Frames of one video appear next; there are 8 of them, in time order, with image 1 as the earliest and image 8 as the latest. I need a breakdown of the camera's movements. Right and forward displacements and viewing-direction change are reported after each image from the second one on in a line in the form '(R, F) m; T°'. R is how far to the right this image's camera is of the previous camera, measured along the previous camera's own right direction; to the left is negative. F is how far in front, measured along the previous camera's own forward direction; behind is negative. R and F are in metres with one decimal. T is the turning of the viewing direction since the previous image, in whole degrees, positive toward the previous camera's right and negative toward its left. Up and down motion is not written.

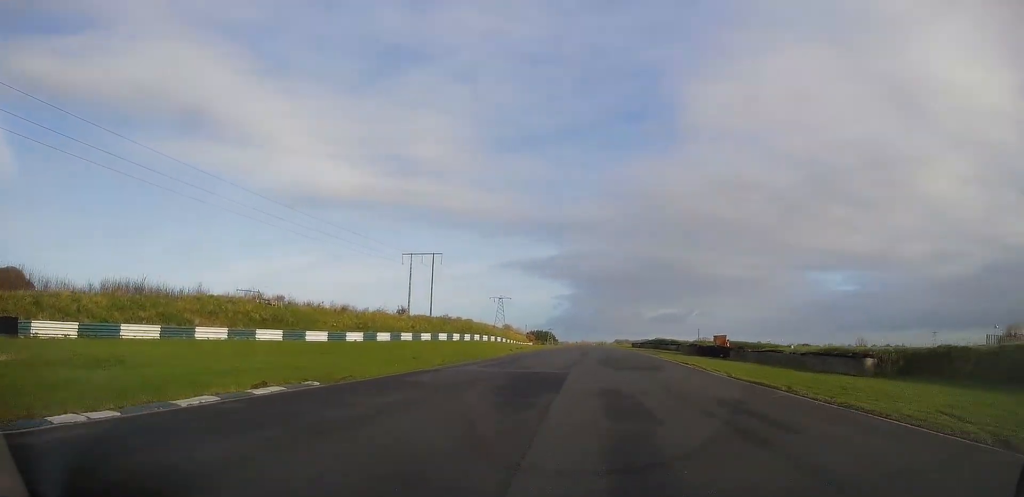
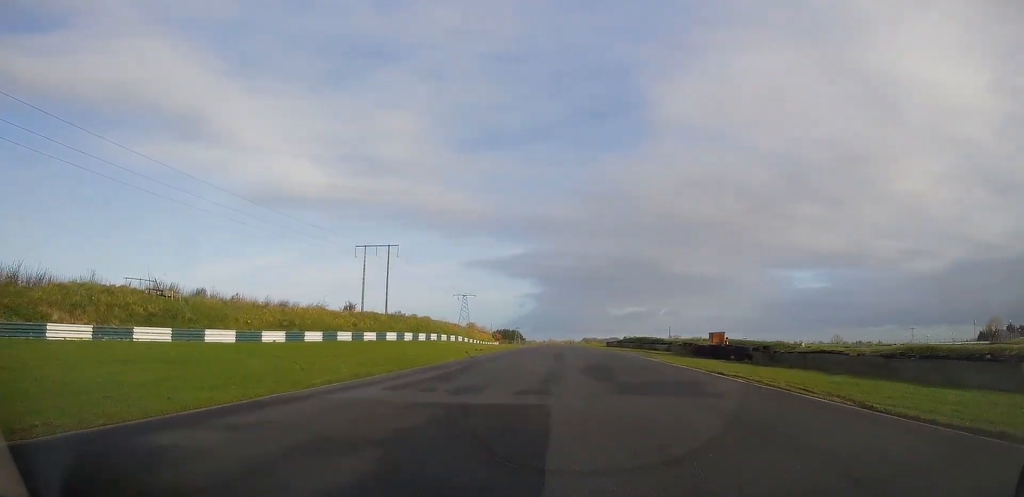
(+0.5, +11.4) m; +3°
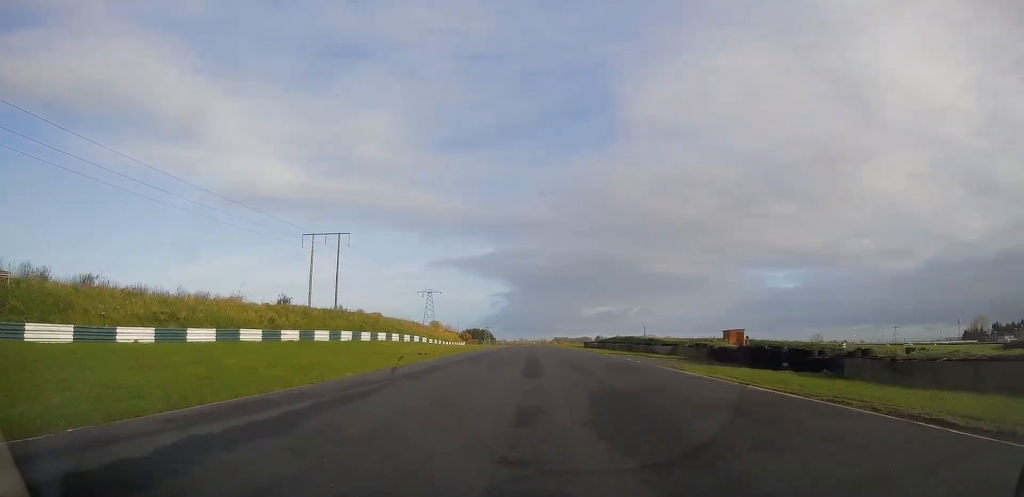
(+0.4, +14.1) m; +2°
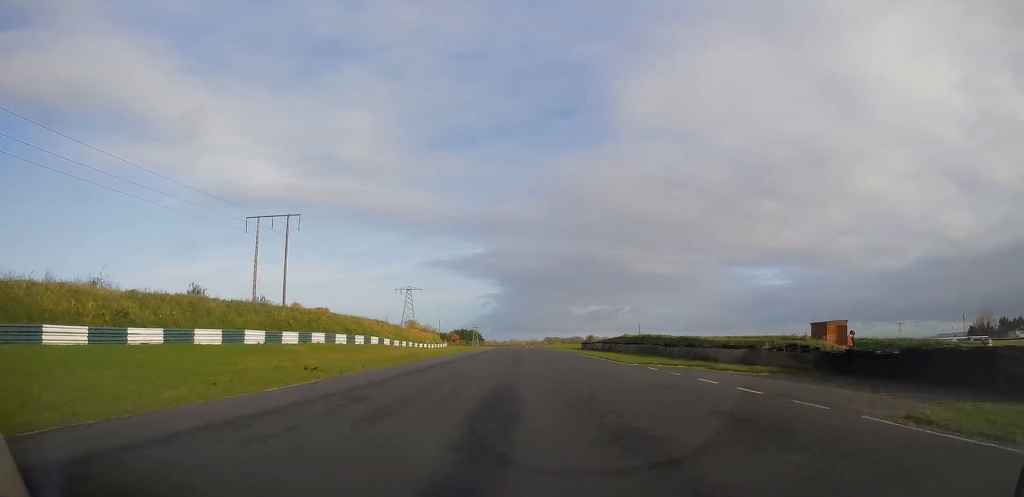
(+0.5, +18.6) m; +1°
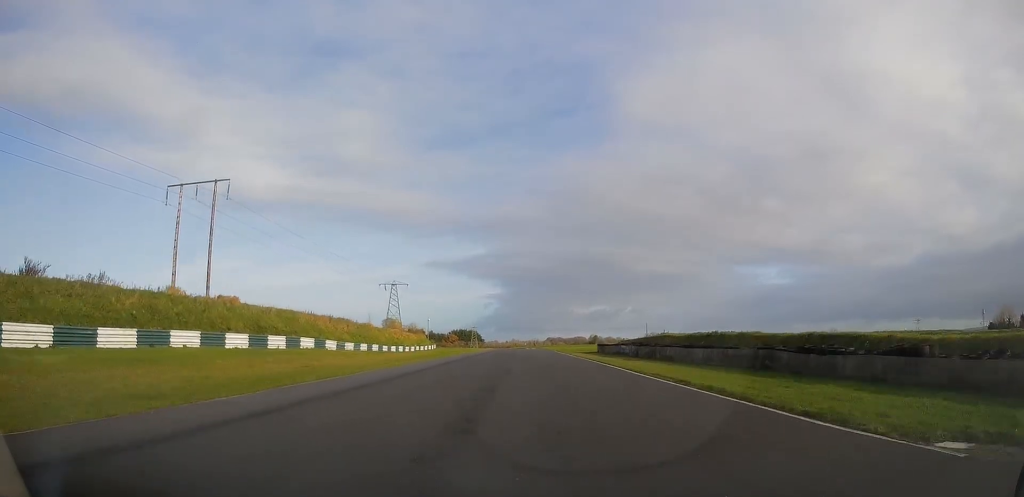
(0.0, +22.5) m; 0°
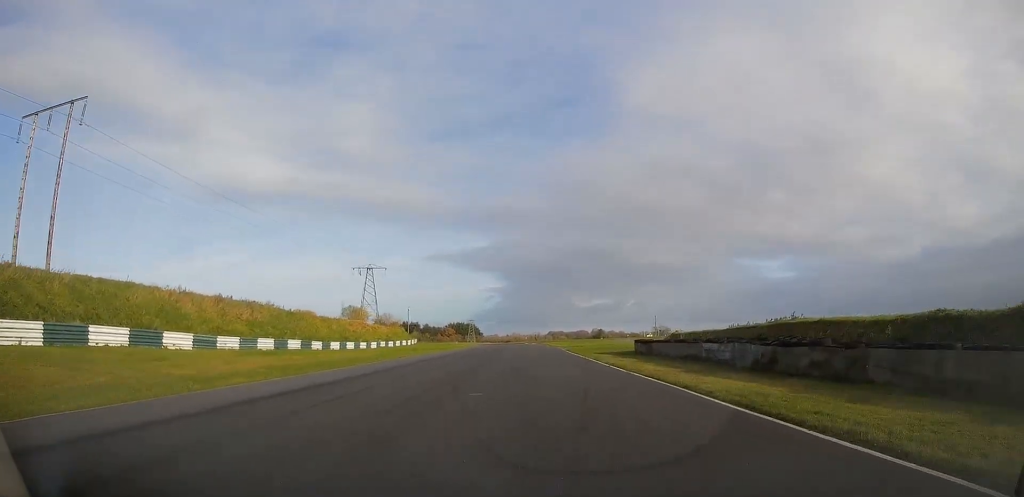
(0.0, +26.3) m; 0°
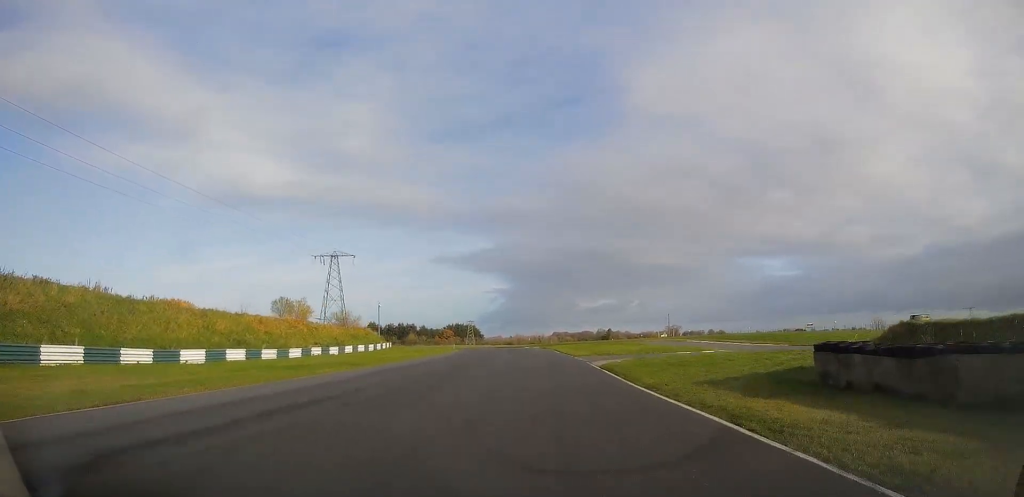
(+0.1, +28.4) m; -1°
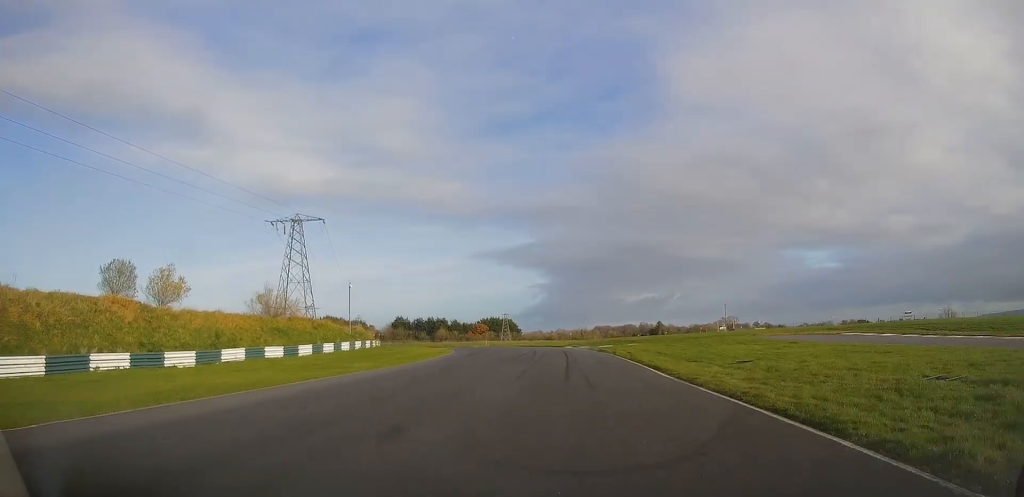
(-0.7, +36.0) m; -3°
